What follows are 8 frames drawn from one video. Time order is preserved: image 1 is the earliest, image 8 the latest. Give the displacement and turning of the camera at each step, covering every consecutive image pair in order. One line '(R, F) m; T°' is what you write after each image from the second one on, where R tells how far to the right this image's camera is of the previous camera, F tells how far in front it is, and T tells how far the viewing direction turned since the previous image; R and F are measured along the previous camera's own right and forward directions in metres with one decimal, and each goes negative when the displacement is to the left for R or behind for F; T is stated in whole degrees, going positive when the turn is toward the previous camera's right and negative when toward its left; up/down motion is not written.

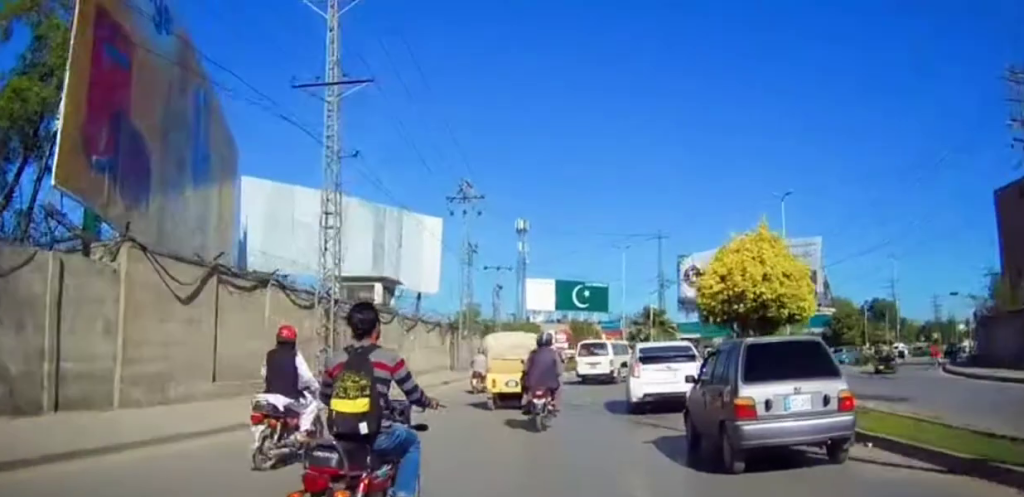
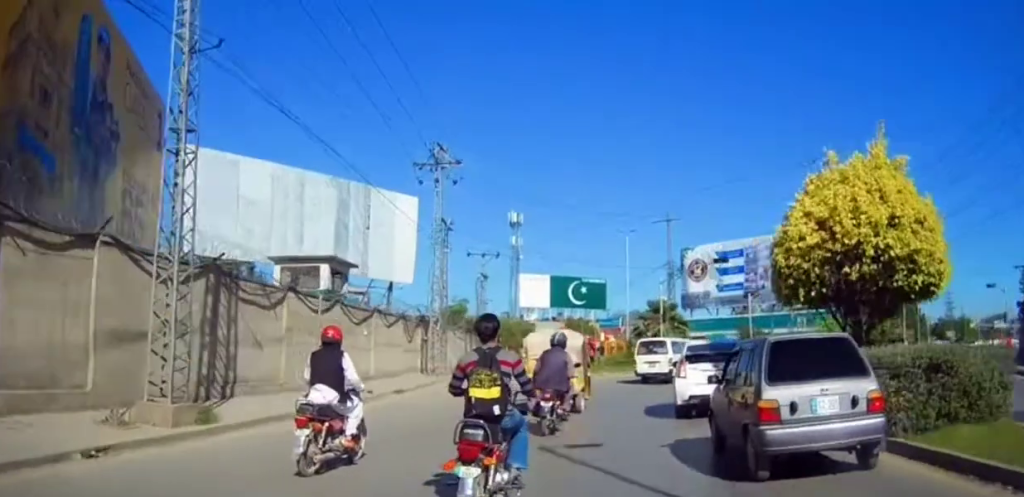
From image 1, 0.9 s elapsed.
(+0.3, +7.1) m; +1°
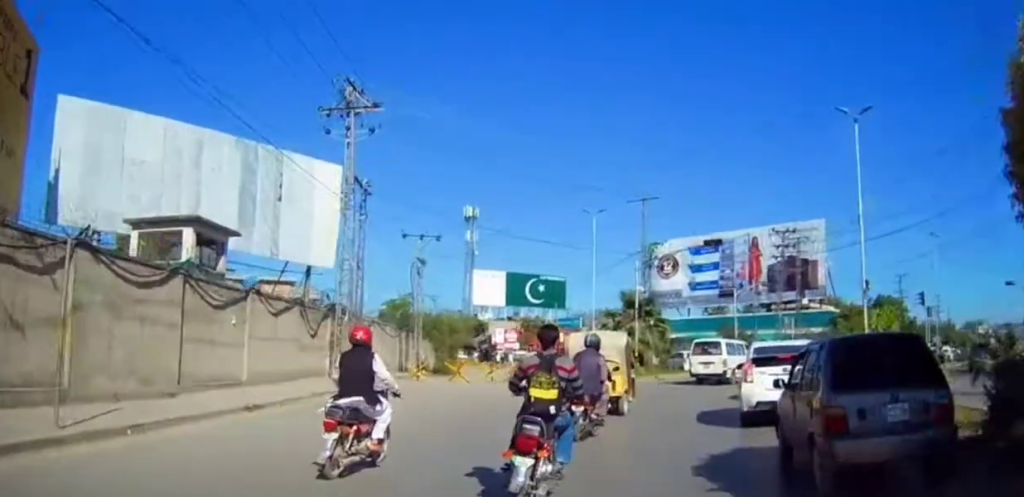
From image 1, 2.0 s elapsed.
(-0.1, +8.2) m; +7°
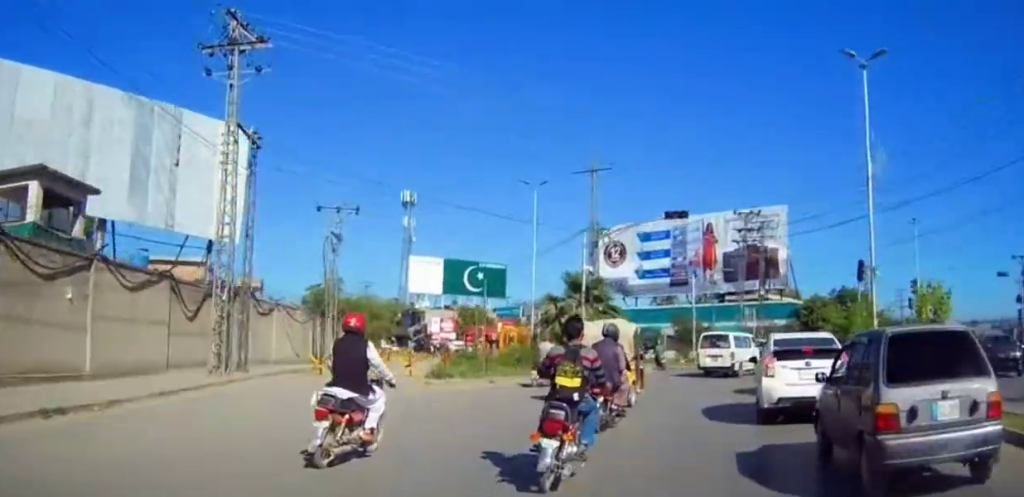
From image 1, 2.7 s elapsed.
(+0.5, +4.9) m; +8°
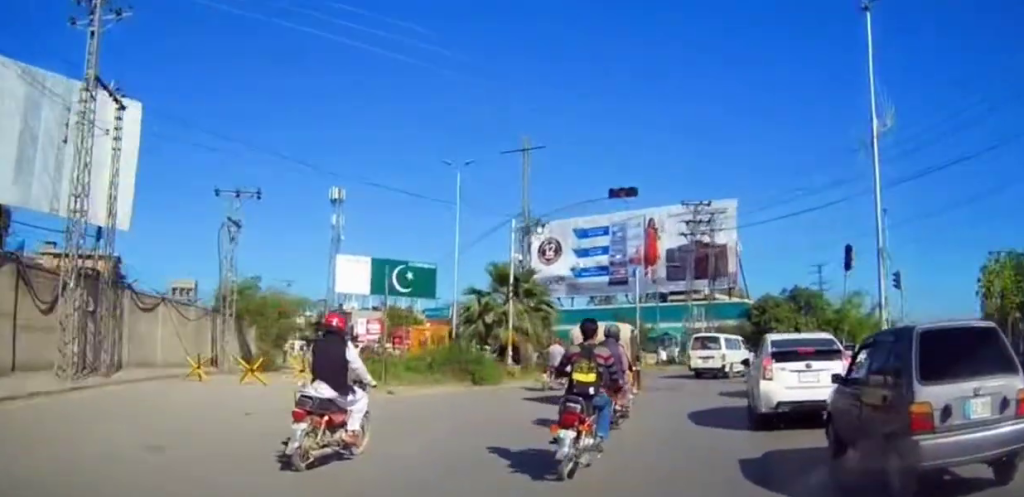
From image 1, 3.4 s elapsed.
(+0.5, +4.5) m; +7°
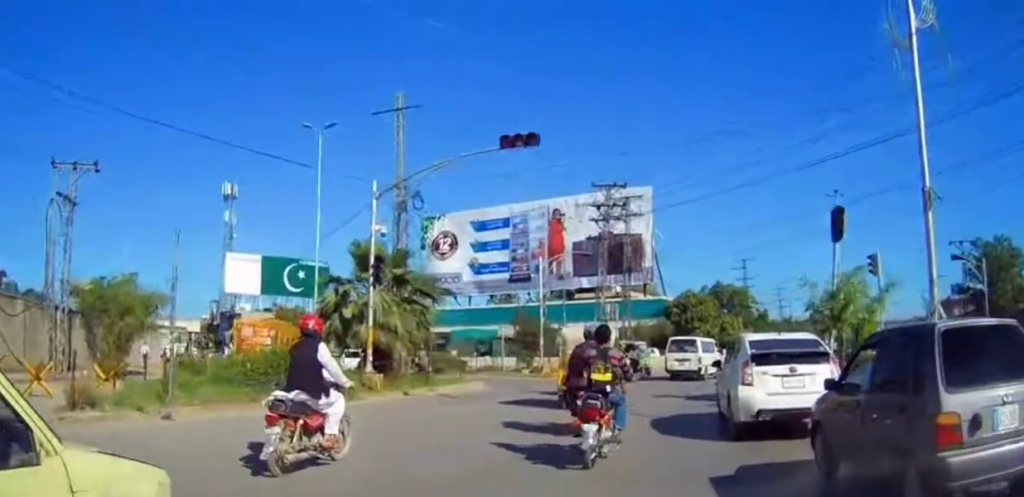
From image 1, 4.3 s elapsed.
(0.0, +6.2) m; 0°
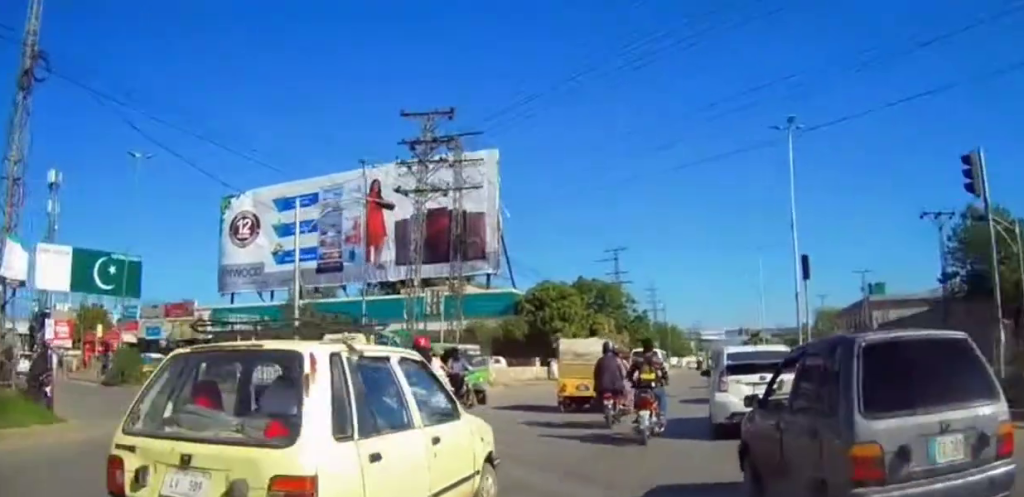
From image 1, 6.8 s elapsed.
(+0.5, +14.5) m; +10°
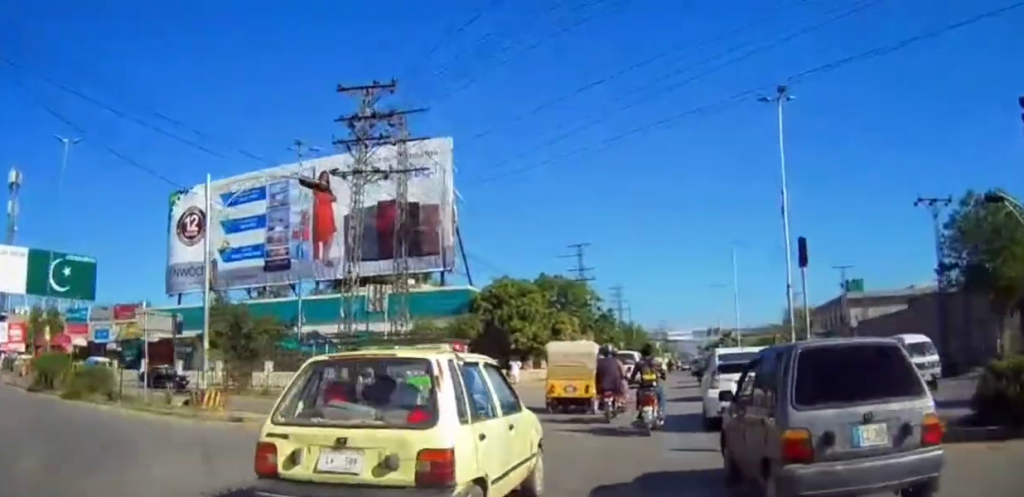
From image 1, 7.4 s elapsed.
(+0.1, +3.3) m; +5°
